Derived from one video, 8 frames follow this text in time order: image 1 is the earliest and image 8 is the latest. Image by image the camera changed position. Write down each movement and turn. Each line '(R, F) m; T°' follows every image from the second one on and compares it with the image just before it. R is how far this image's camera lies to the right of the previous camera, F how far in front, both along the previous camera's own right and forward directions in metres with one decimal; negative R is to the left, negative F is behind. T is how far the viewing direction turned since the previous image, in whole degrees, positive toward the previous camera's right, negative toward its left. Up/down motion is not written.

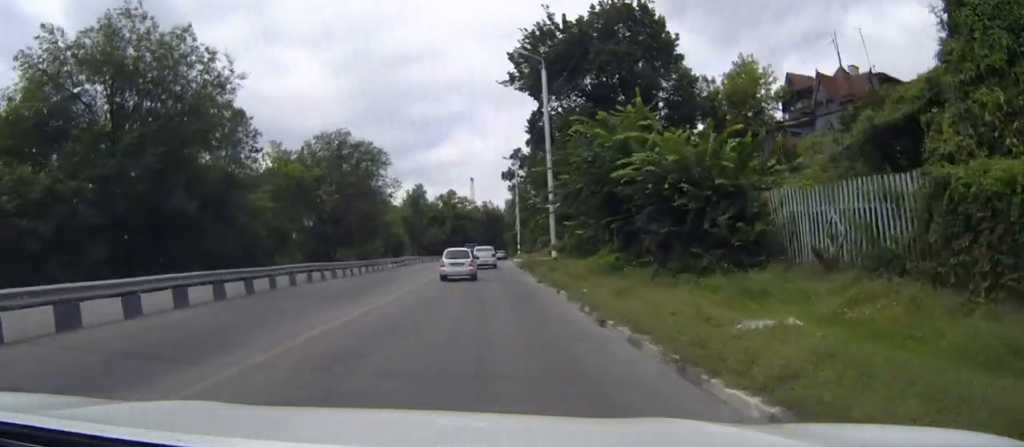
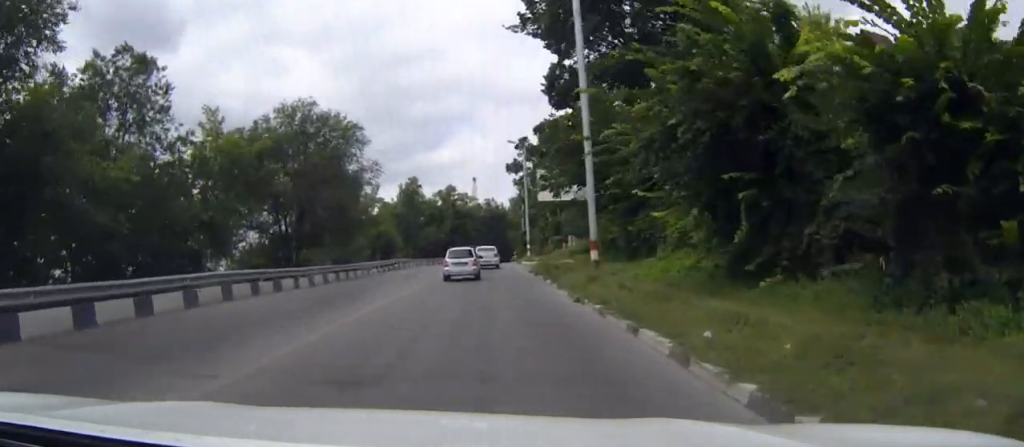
(0.0, +11.5) m; -1°
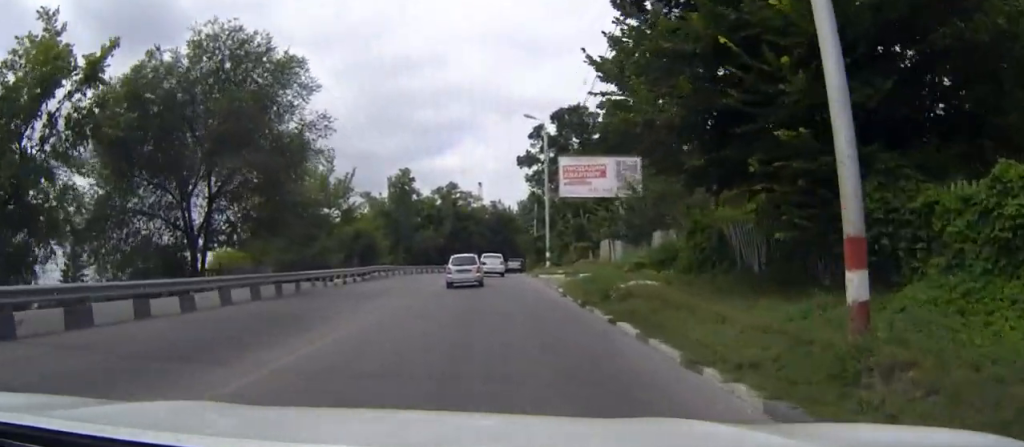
(-0.2, +15.5) m; 0°
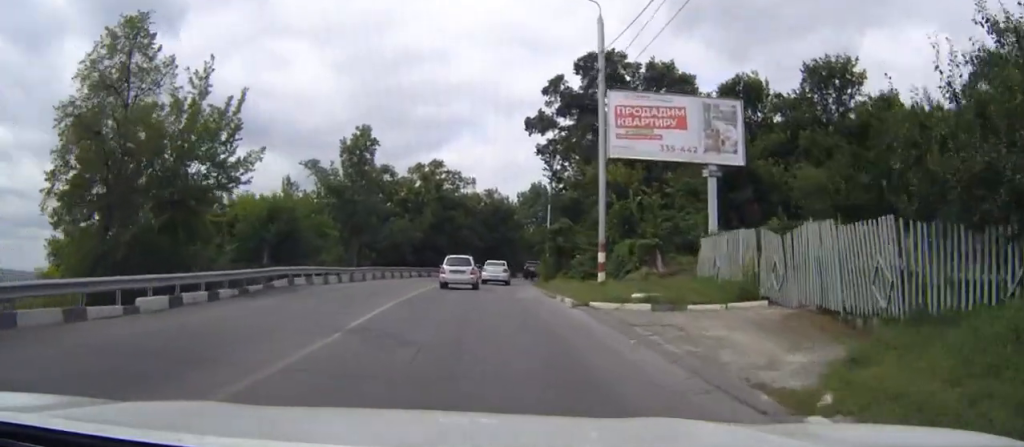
(+0.2, +23.6) m; +1°
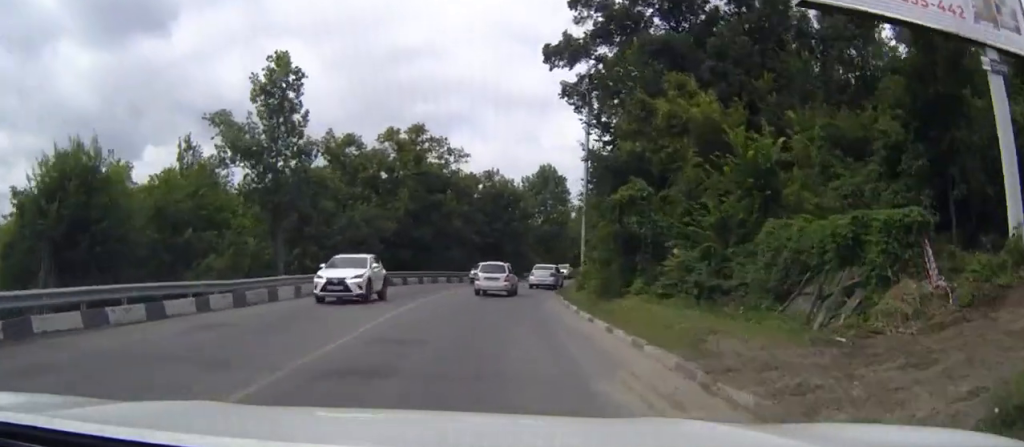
(+0.2, +20.2) m; +1°
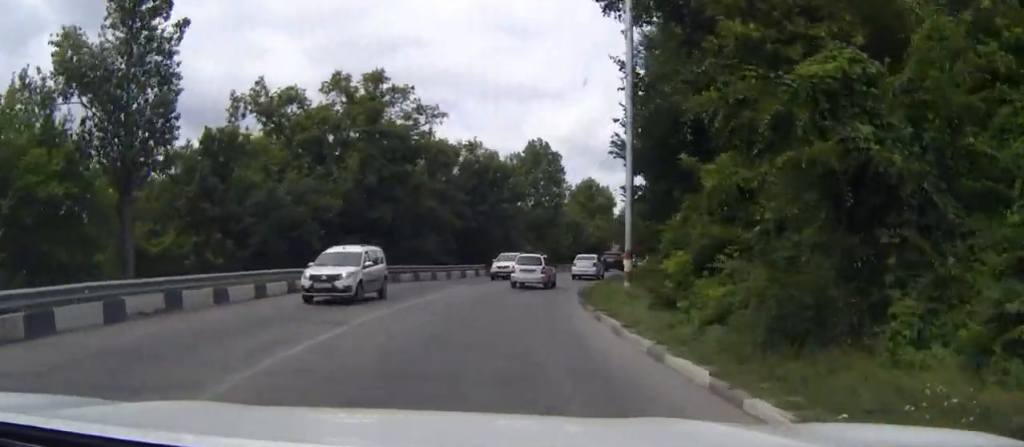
(+0.1, +14.3) m; +1°
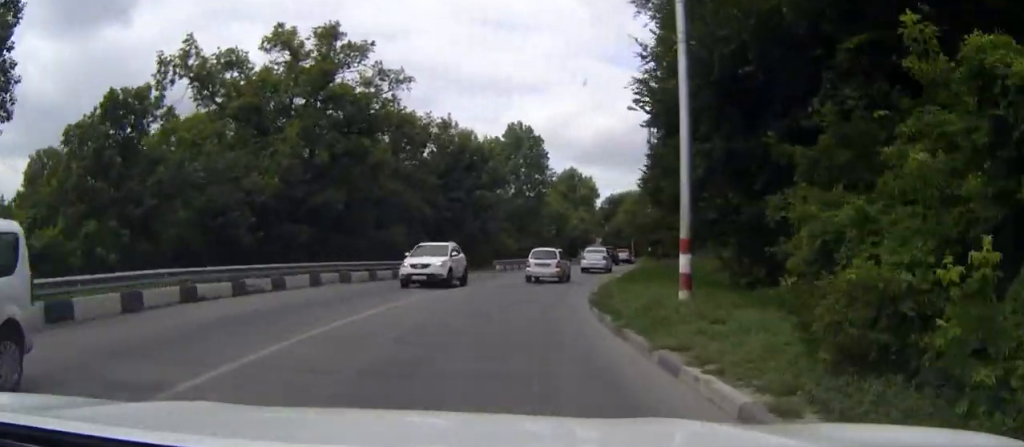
(+0.1, +7.9) m; +1°
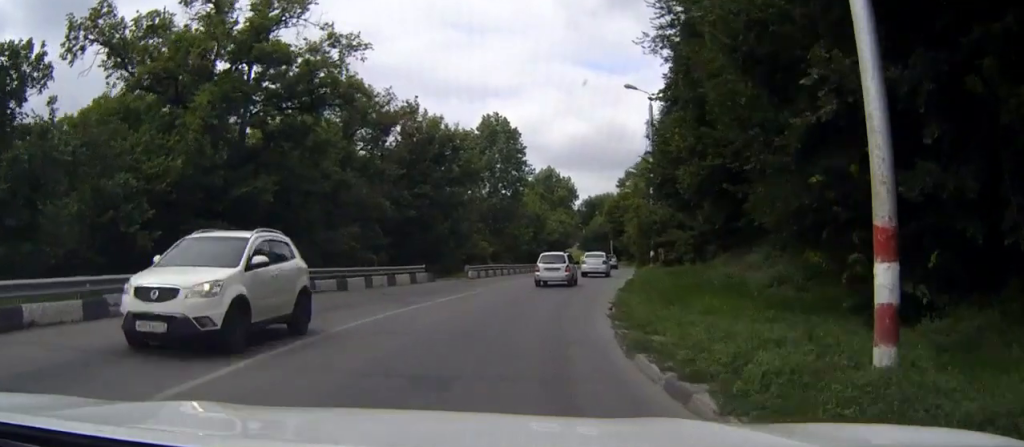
(0.0, +7.5) m; +1°
